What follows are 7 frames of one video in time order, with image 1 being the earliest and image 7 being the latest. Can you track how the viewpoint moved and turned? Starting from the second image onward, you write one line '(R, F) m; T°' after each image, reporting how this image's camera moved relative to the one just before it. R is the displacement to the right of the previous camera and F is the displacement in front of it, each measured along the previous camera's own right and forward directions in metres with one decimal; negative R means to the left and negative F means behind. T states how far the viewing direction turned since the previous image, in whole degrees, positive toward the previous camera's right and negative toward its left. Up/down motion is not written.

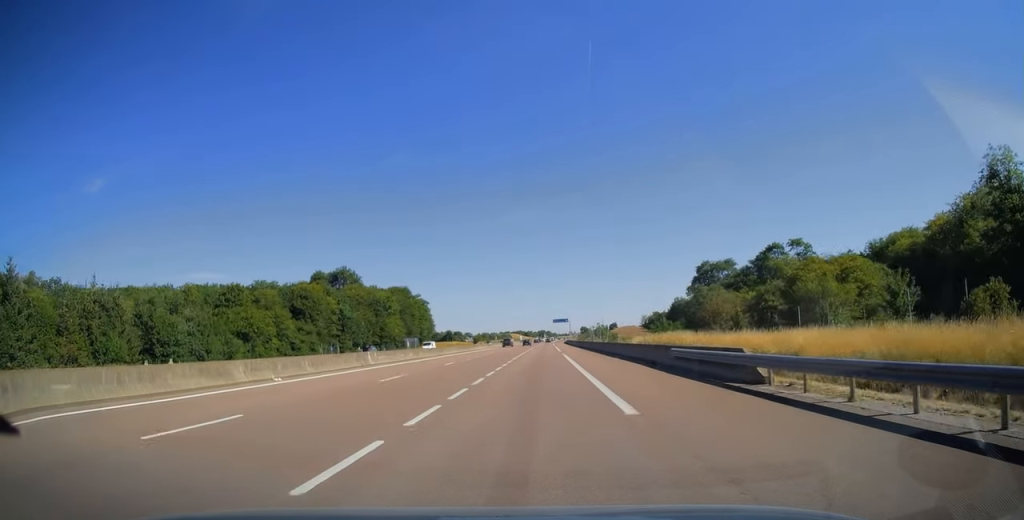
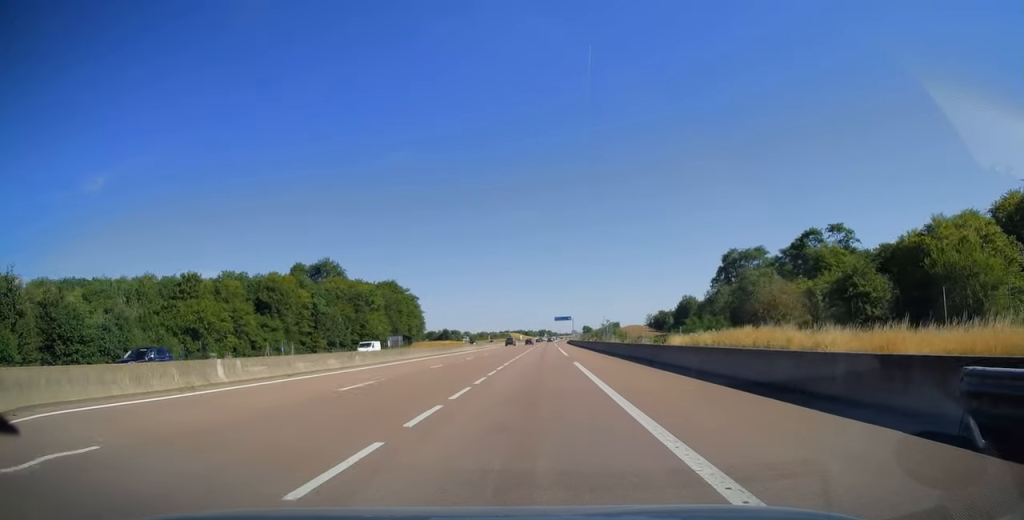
(0.0, +17.7) m; 0°
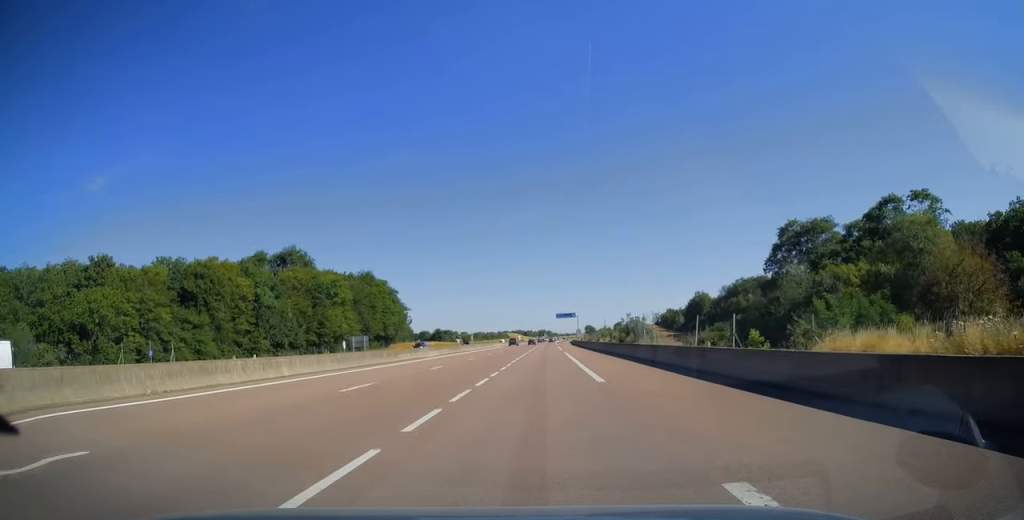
(0.0, +26.8) m; 0°
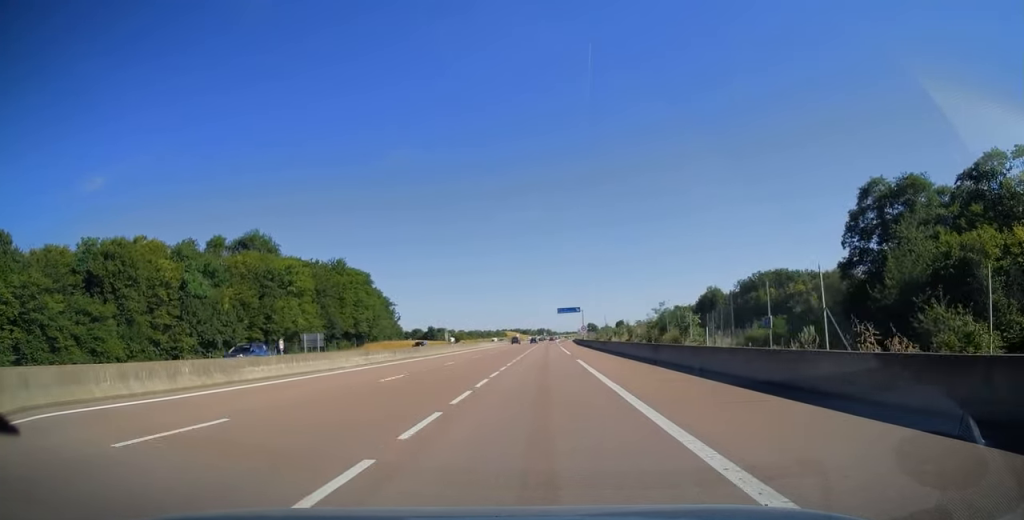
(0.0, +22.8) m; 0°
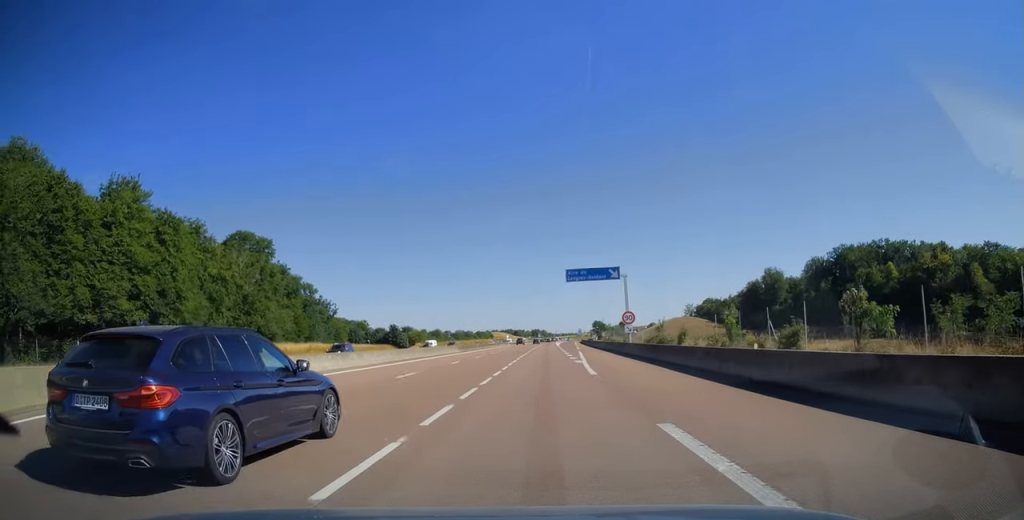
(+0.1, +77.3) m; 0°
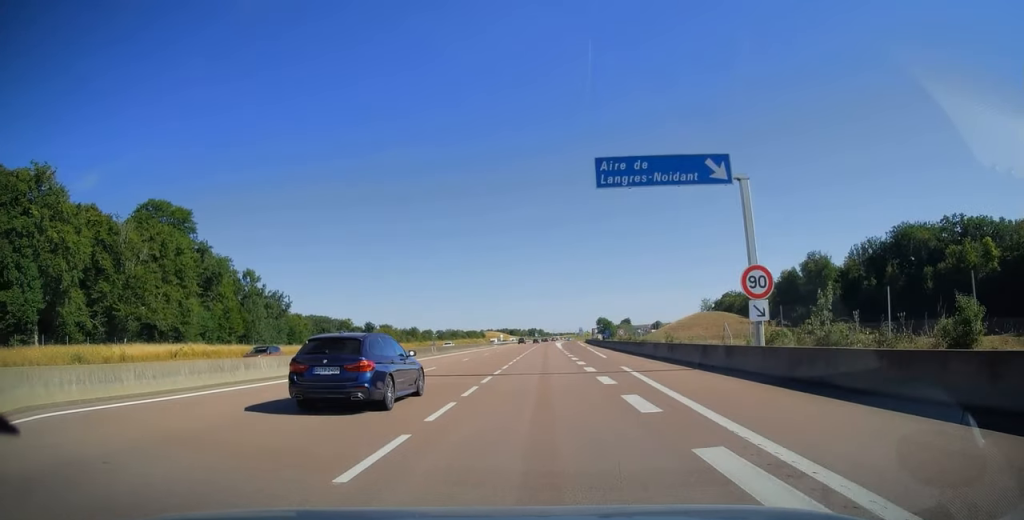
(+0.2, +34.9) m; 0°
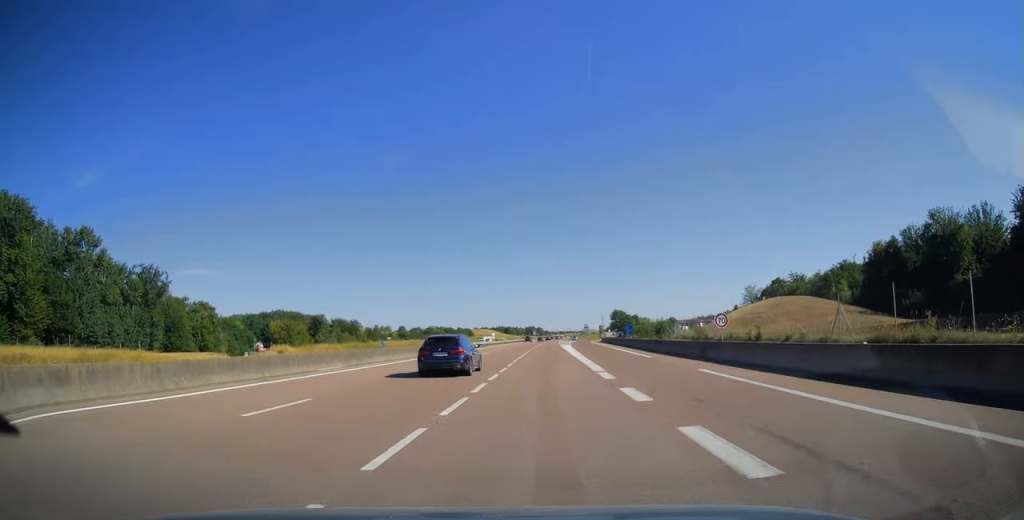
(0.0, +56.7) m; 0°
